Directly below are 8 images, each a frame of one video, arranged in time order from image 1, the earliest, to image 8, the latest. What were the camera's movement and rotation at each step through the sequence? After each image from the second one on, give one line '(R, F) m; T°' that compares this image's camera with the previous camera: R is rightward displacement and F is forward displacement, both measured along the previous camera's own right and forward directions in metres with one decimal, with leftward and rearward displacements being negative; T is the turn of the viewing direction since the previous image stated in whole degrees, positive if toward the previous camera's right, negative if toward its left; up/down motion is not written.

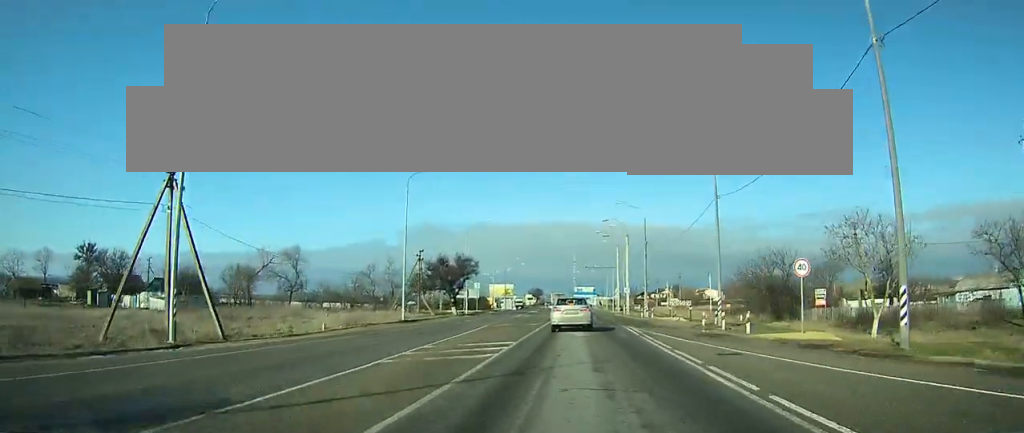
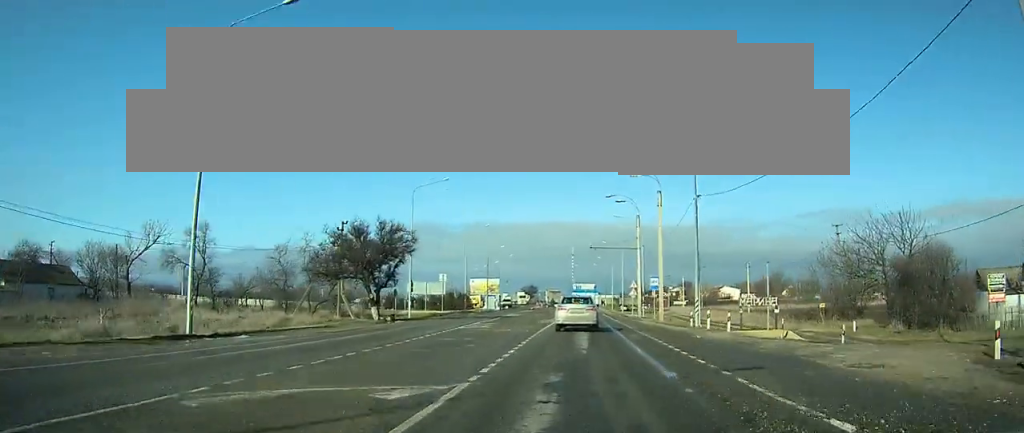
(+0.3, +24.5) m; +1°
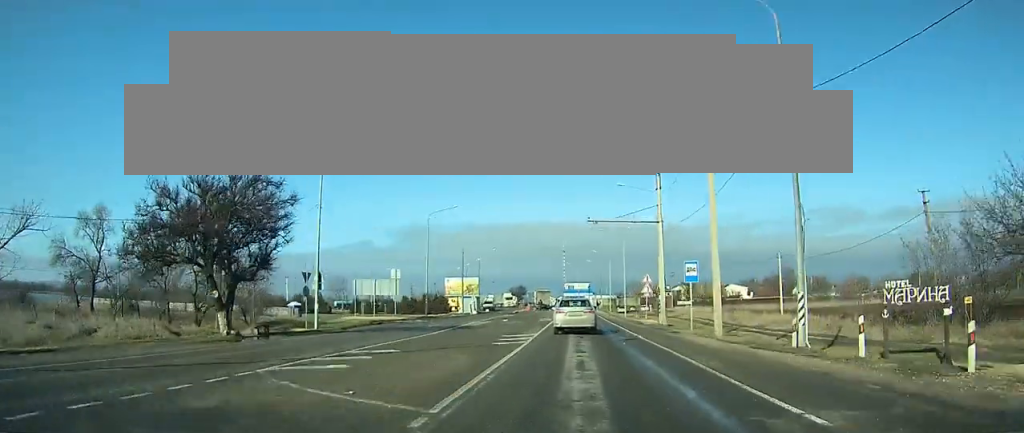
(+0.1, +16.8) m; 0°
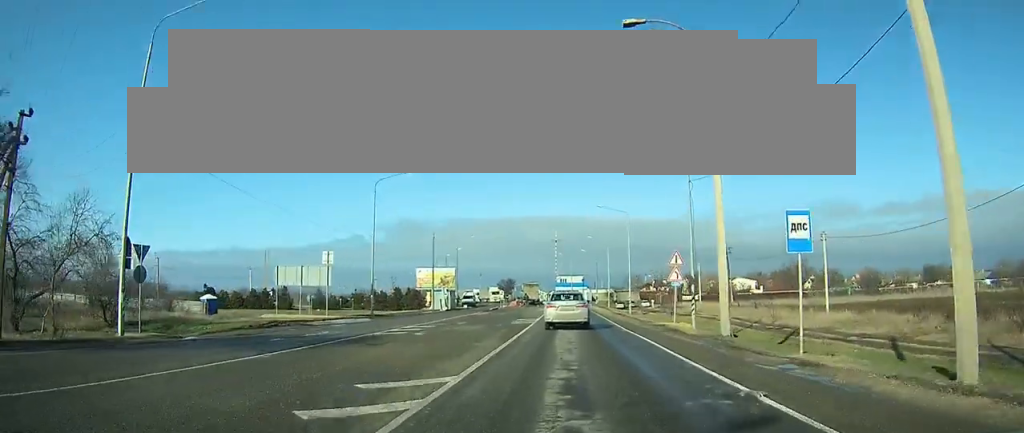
(0.0, +14.1) m; 0°
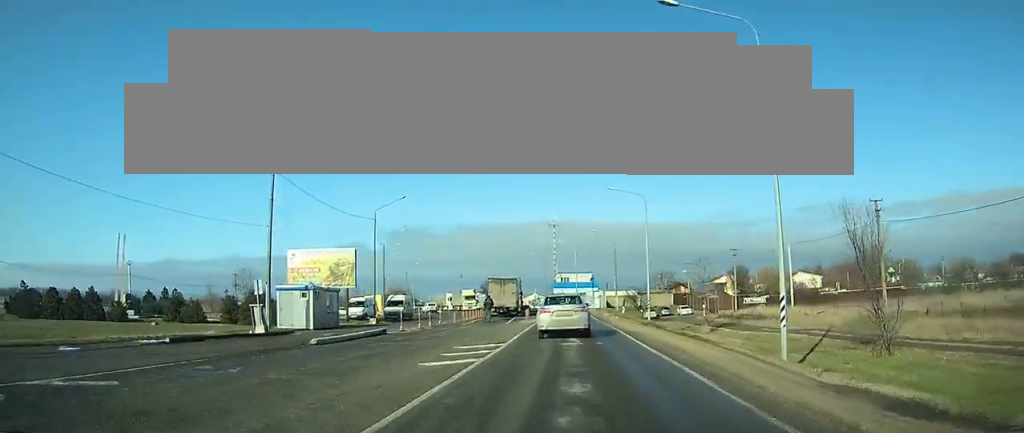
(0.0, +41.2) m; -1°
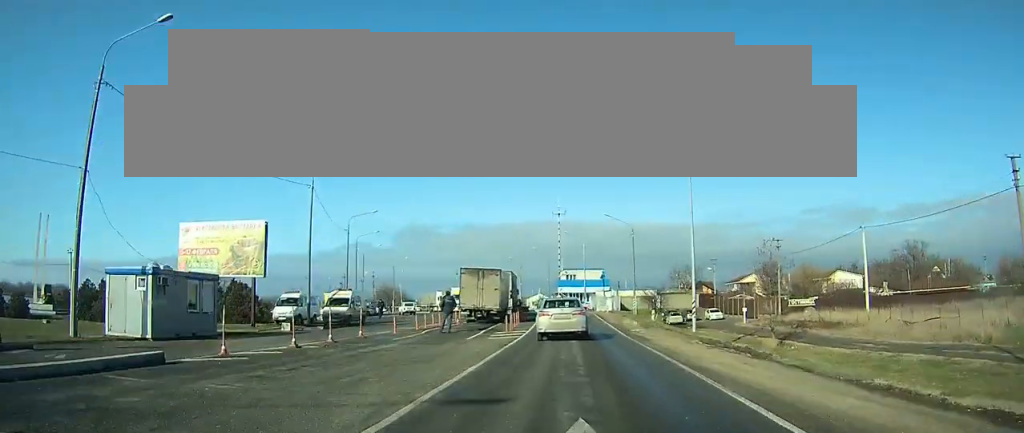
(-0.1, +15.8) m; -1°
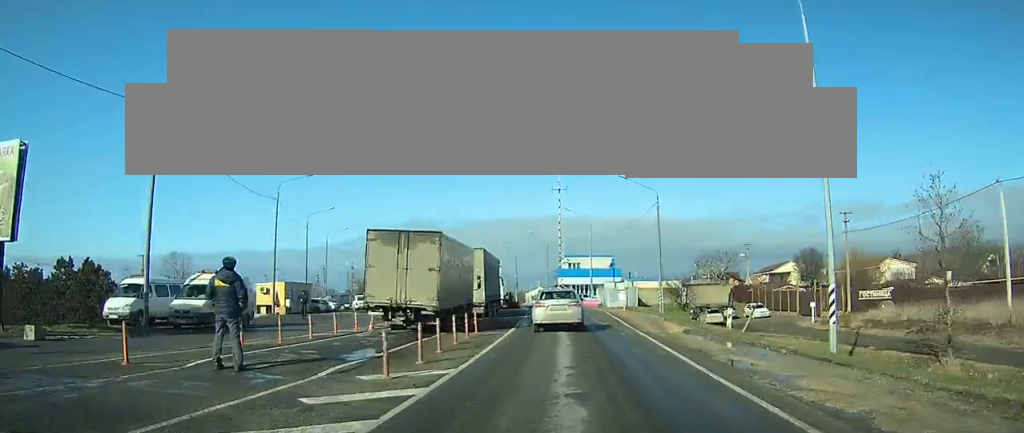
(0.0, +16.9) m; 0°
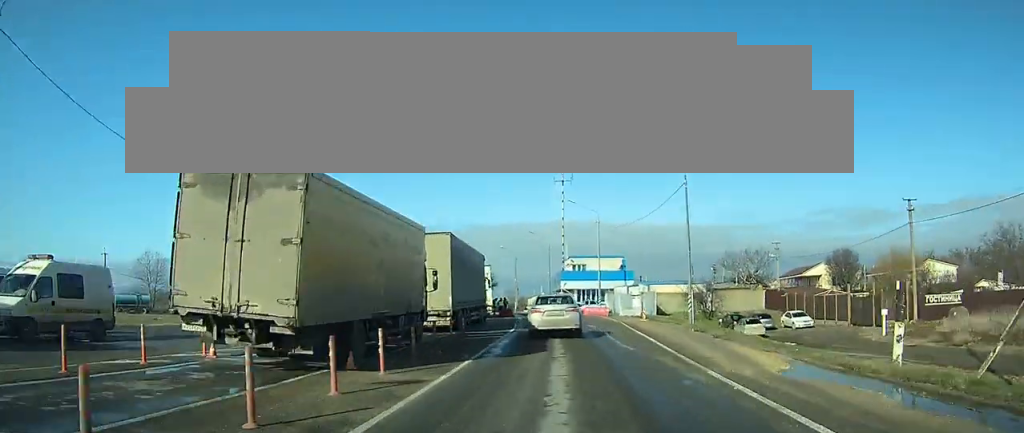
(0.0, +9.6) m; -1°
